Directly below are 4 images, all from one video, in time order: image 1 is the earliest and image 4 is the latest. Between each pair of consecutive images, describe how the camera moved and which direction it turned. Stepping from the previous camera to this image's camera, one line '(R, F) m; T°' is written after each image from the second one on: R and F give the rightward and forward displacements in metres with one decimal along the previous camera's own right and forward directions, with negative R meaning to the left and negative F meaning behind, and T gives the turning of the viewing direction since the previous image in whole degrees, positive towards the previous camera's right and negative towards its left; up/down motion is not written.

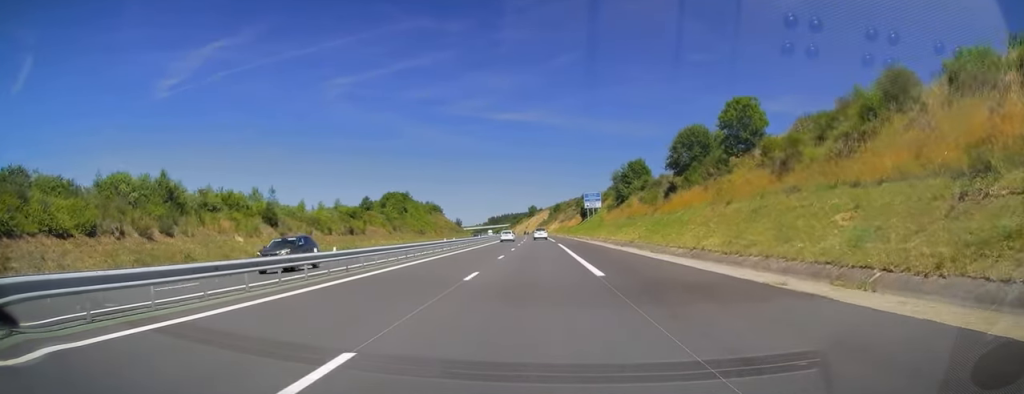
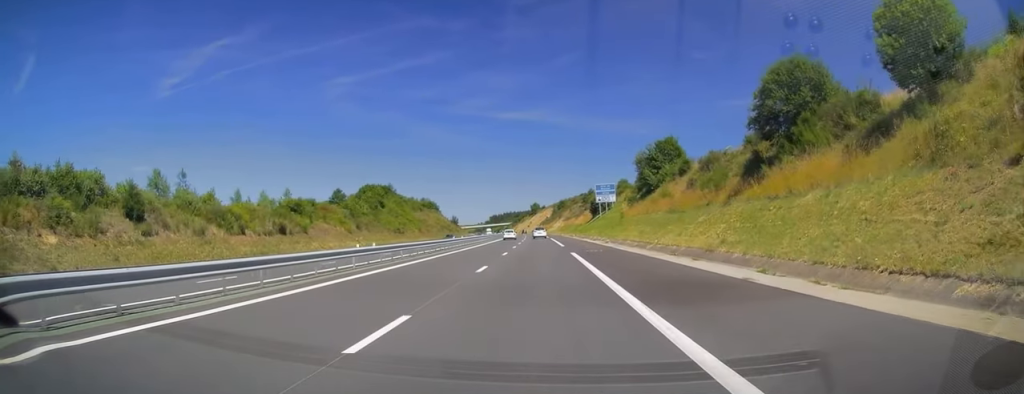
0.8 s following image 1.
(0.0, +23.2) m; 0°
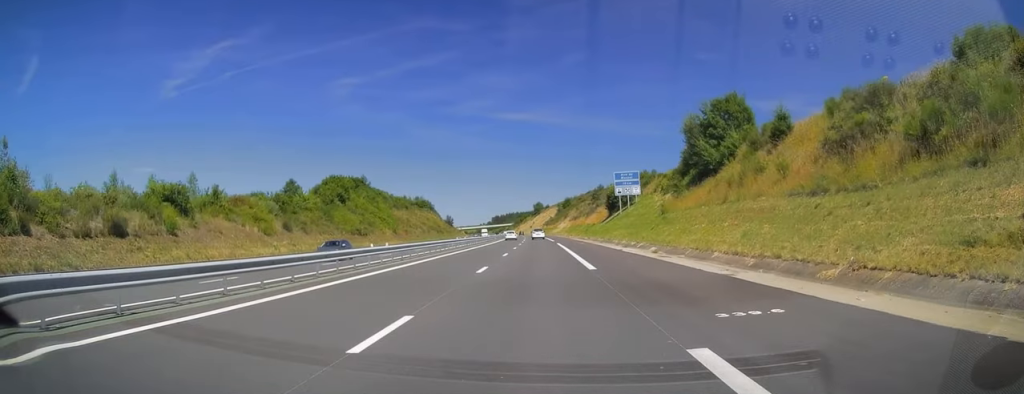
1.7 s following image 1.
(0.0, +26.1) m; 0°
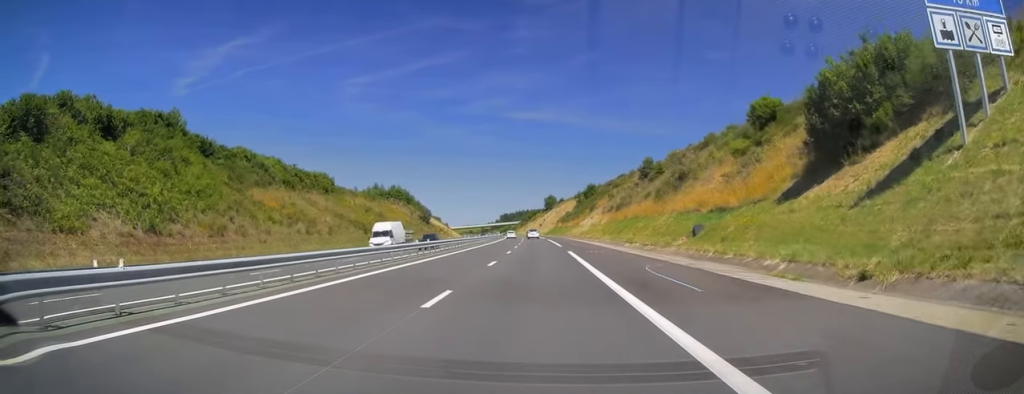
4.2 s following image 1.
(-1.2, +74.5) m; -2°
